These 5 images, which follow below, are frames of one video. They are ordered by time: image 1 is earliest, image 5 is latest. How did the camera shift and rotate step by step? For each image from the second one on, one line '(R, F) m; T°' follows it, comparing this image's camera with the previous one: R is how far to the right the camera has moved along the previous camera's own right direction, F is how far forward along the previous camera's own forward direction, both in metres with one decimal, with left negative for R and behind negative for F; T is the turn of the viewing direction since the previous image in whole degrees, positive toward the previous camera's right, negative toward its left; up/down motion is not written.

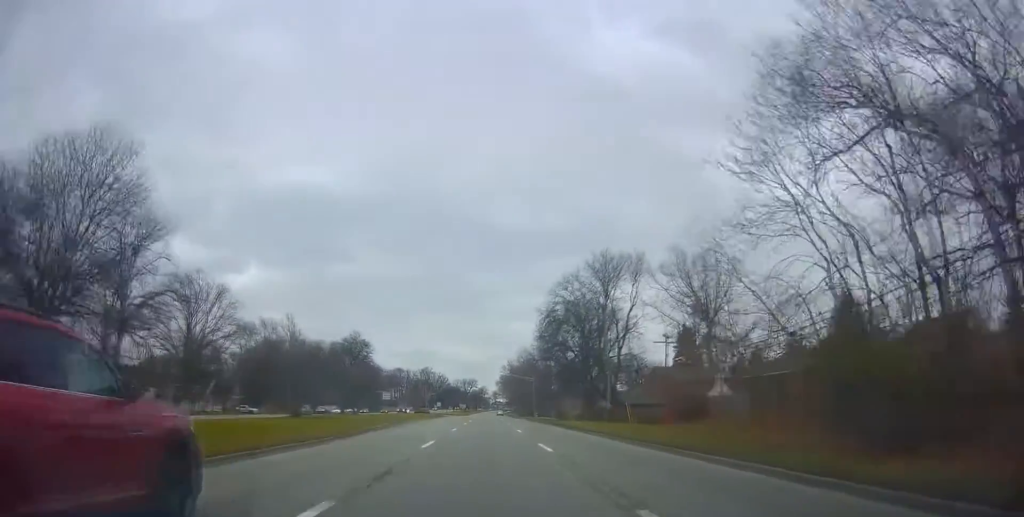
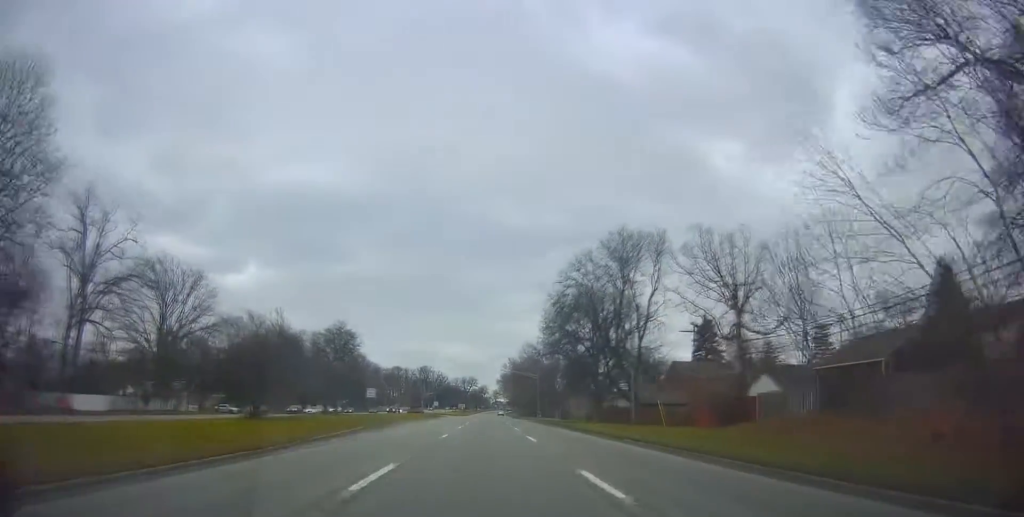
(-0.4, +9.3) m; 0°
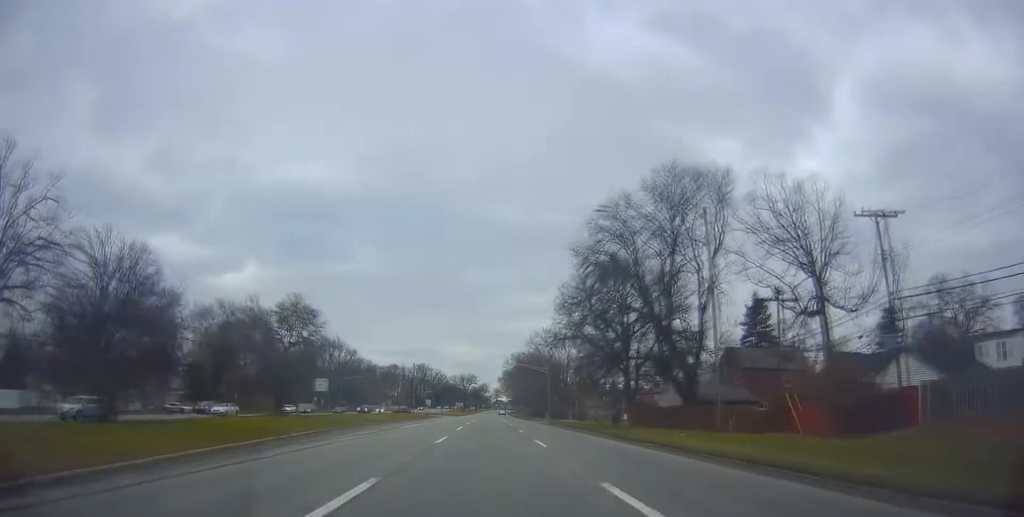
(-0.2, +18.0) m; 0°
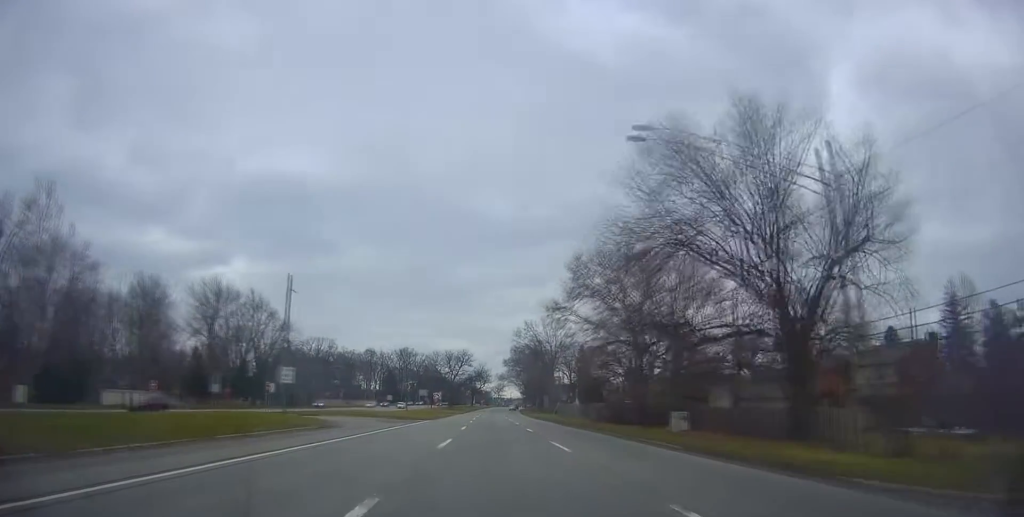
(+1.7, +80.2) m; 0°
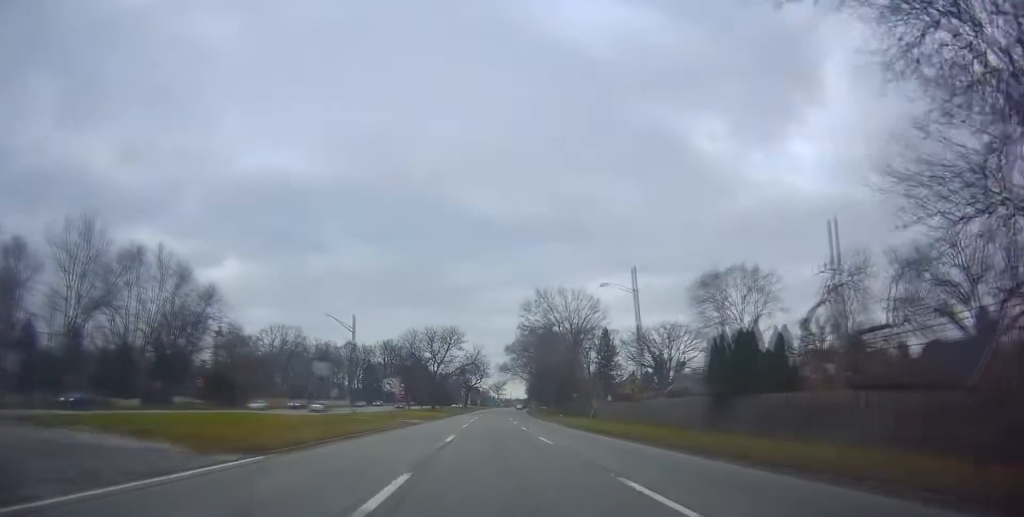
(-0.1, +40.8) m; +2°
